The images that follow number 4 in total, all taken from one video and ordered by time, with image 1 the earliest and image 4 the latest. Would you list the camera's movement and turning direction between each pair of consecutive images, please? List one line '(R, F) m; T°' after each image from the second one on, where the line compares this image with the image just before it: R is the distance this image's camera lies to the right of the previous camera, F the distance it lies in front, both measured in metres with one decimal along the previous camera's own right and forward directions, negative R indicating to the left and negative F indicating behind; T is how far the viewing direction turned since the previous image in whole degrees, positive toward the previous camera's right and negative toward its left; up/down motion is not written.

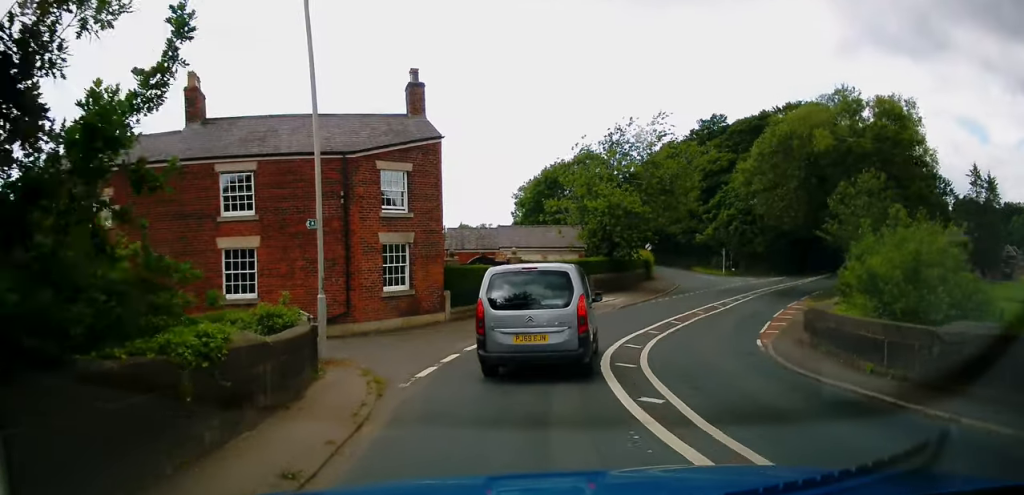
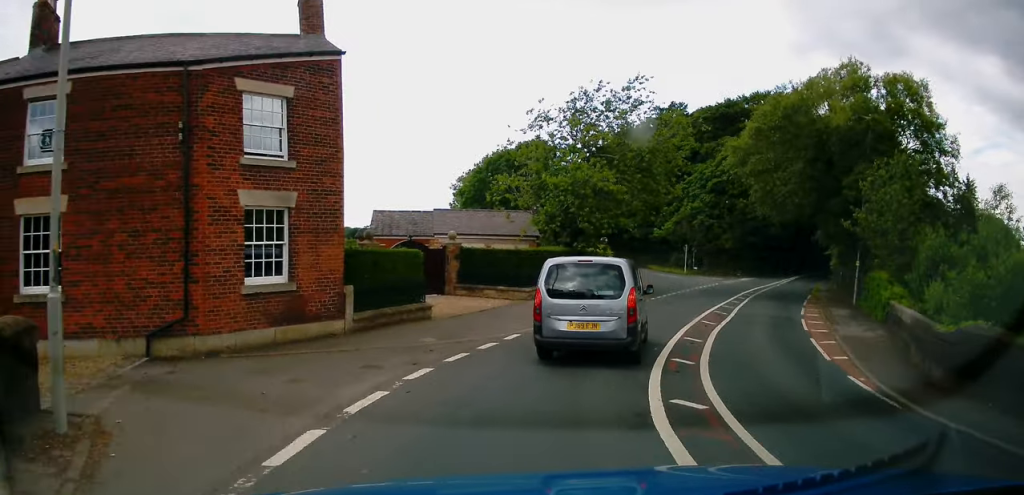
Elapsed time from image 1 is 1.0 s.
(+0.2, +7.3) m; +6°
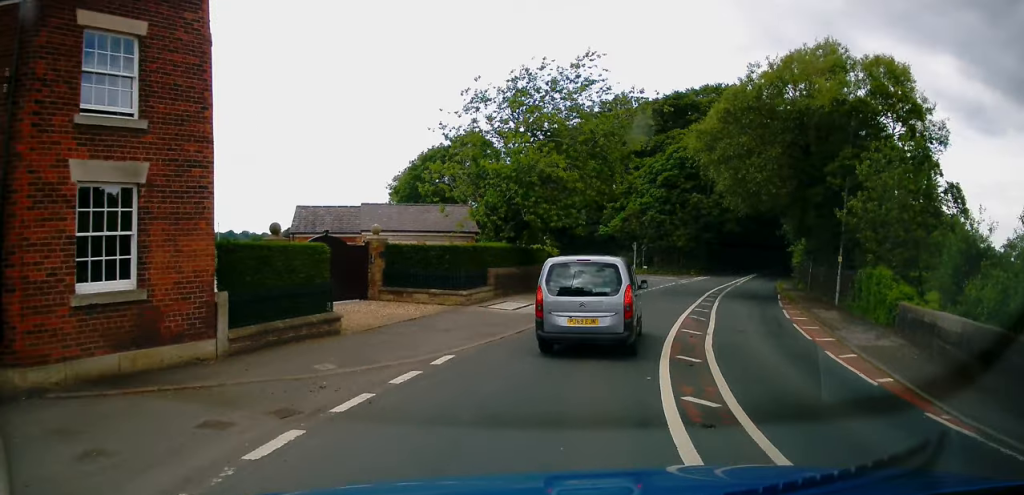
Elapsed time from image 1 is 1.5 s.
(+0.1, +3.9) m; +5°
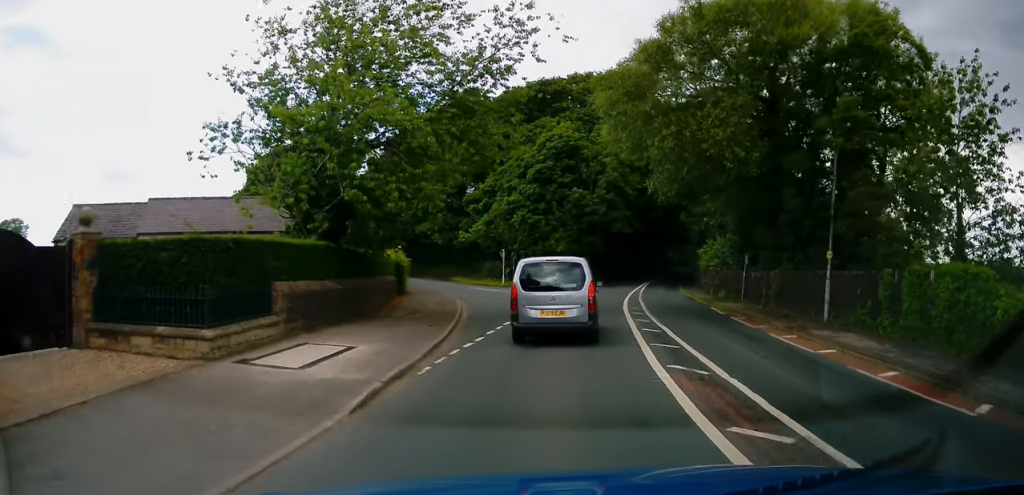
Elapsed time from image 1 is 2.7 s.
(+1.1, +9.7) m; +11°
